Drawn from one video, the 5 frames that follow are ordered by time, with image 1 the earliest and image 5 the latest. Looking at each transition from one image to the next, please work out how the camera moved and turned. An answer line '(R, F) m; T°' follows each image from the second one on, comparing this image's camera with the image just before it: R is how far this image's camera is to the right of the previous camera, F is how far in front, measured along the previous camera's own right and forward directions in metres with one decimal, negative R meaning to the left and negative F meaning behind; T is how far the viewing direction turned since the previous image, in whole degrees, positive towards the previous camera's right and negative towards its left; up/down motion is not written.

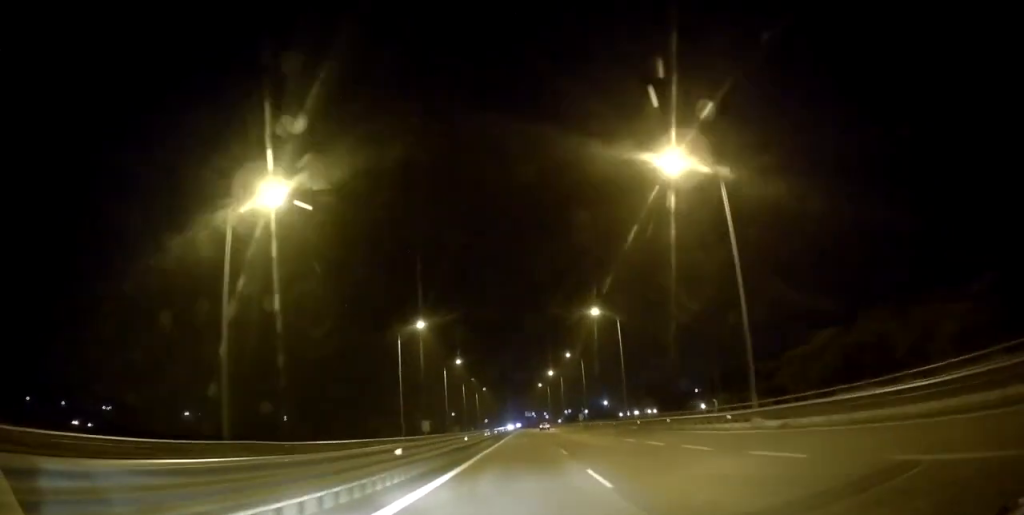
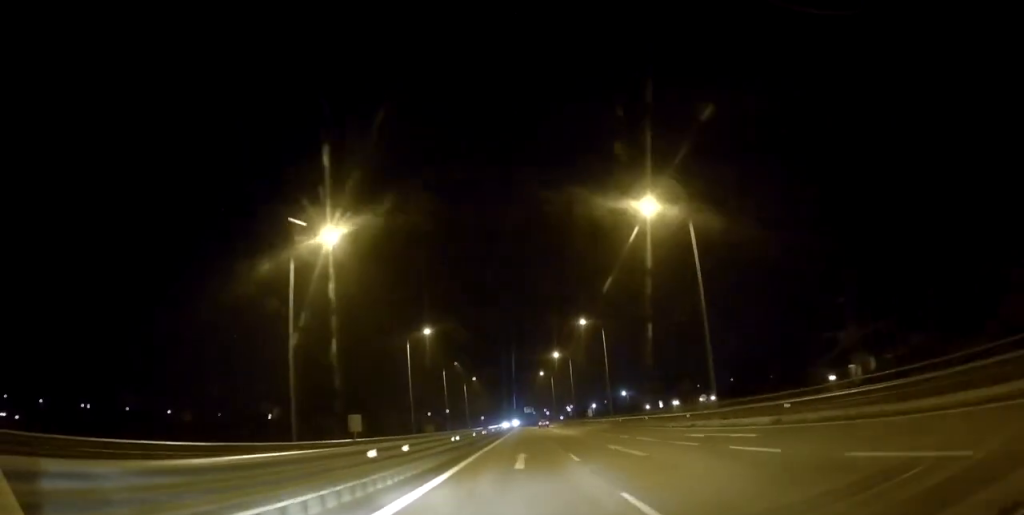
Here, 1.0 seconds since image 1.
(+0.2, +29.2) m; 0°
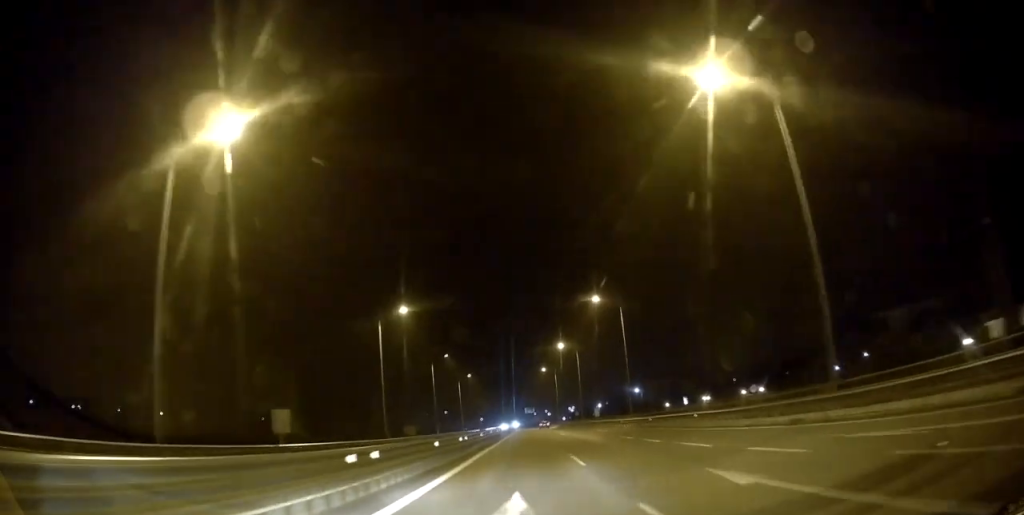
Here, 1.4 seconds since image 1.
(+0.2, +13.4) m; 0°
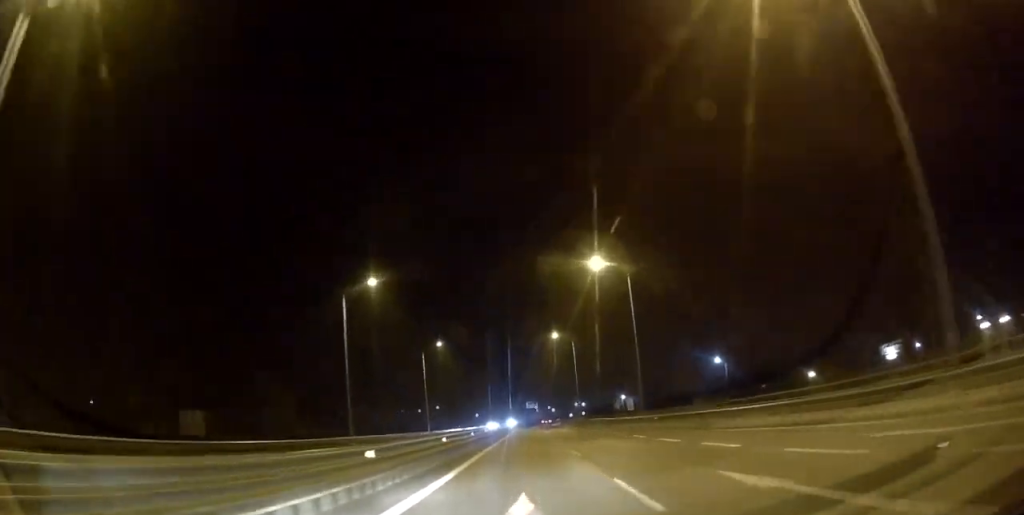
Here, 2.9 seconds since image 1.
(-0.3, +44.4) m; 0°
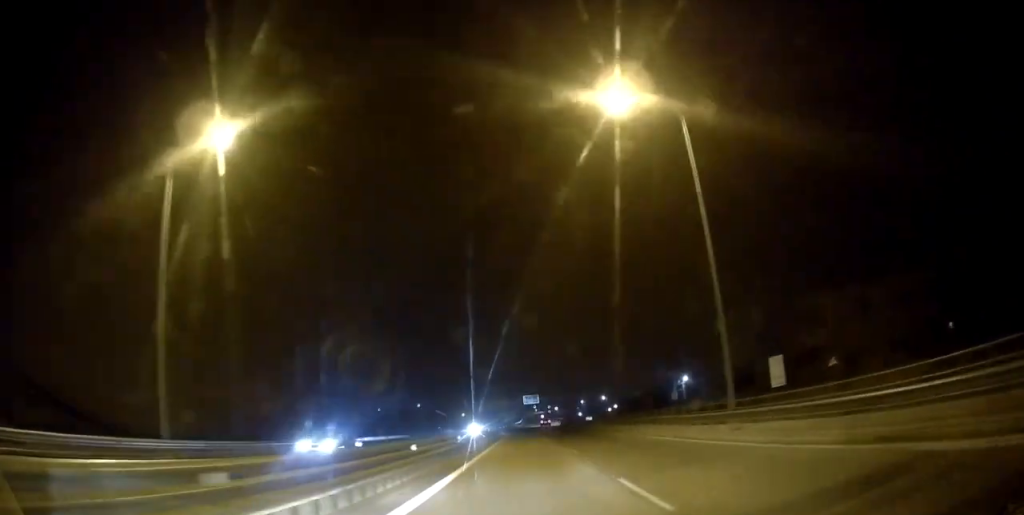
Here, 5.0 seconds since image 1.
(0.0, +60.0) m; 0°
